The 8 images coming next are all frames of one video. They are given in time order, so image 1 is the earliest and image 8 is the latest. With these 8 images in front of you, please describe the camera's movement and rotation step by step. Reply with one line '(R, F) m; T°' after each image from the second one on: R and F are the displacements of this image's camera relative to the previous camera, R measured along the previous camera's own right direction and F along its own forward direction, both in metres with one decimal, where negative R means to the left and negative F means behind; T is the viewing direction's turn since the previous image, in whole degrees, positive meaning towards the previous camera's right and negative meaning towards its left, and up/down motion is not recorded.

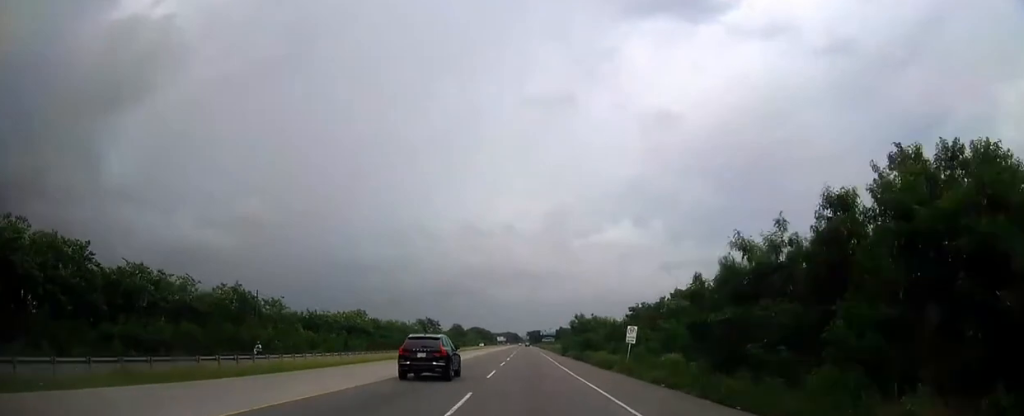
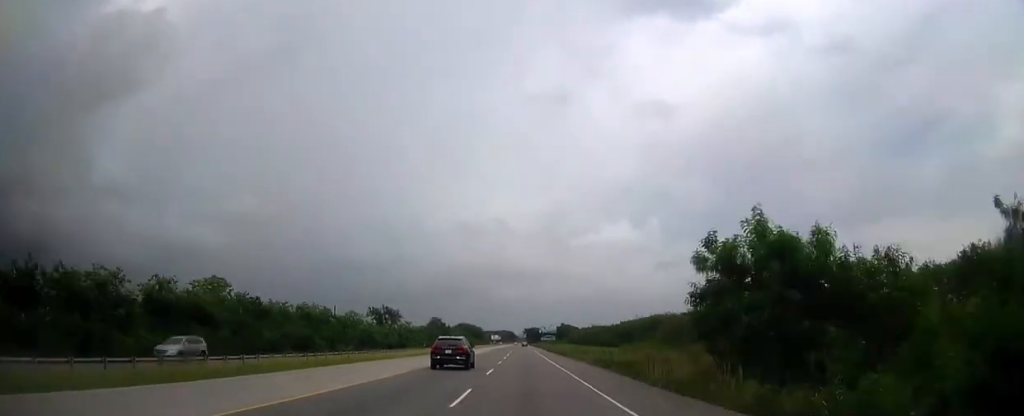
(+0.2, +63.3) m; 0°
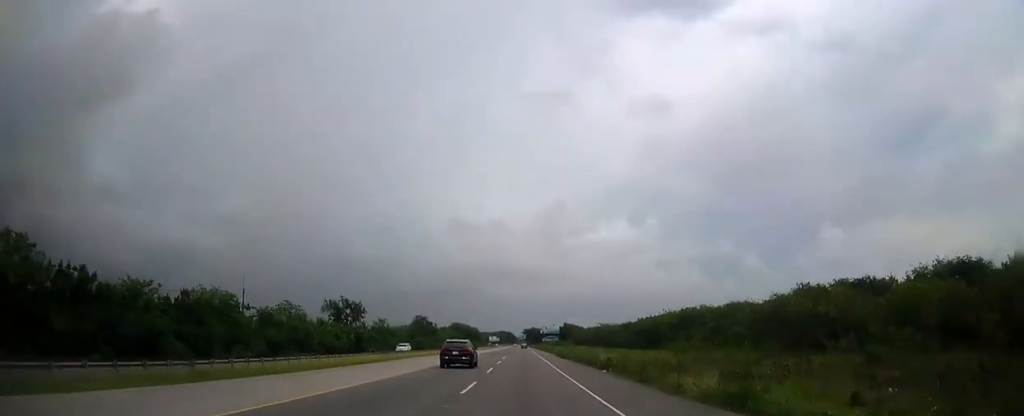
(+0.1, +34.8) m; 0°
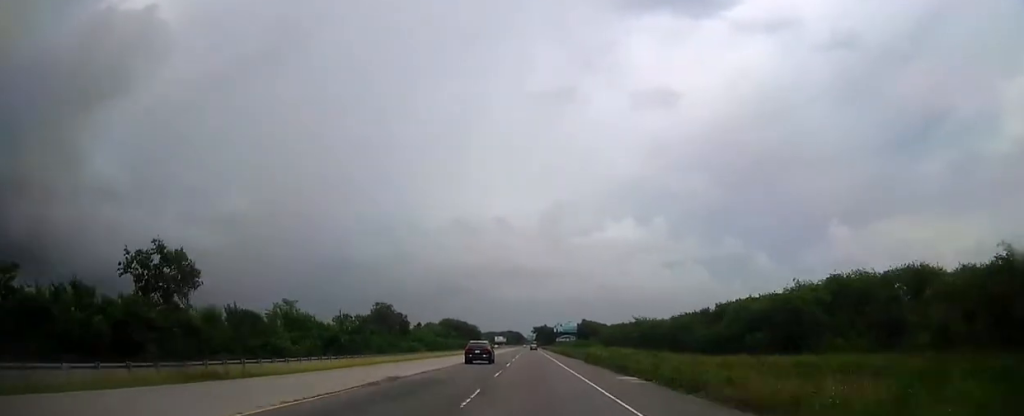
(-0.3, +70.5) m; -1°
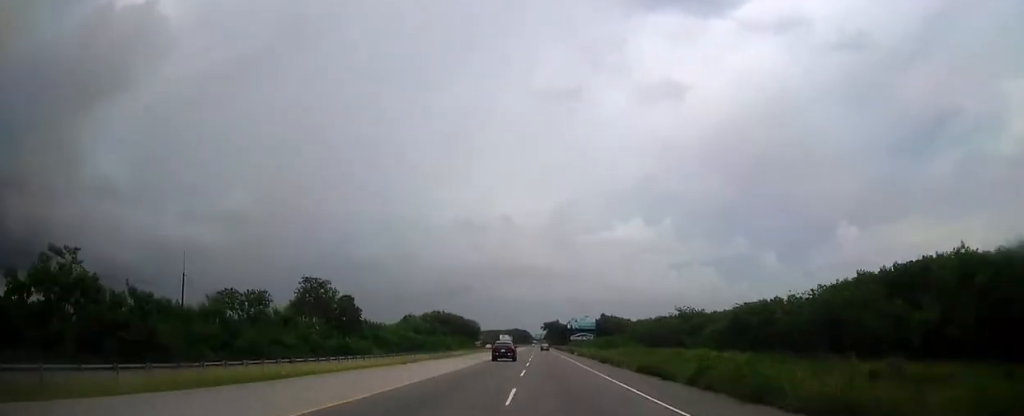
(-0.4, +50.9) m; 0°
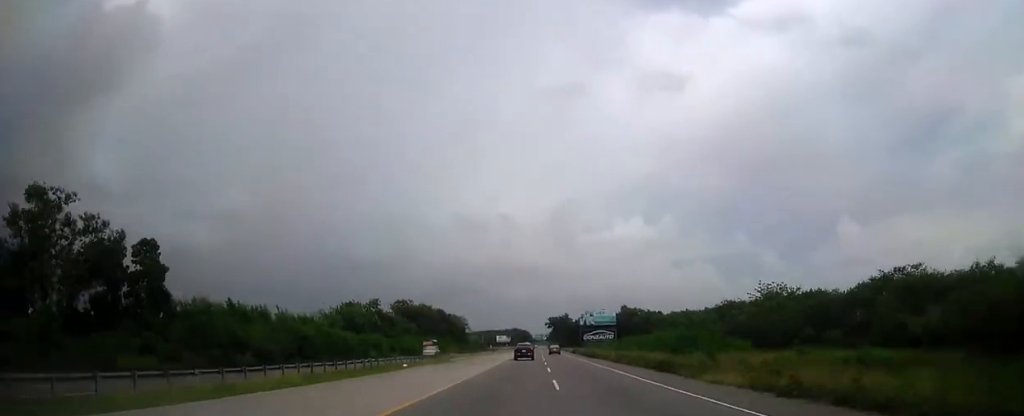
(-0.1, +60.7) m; 0°
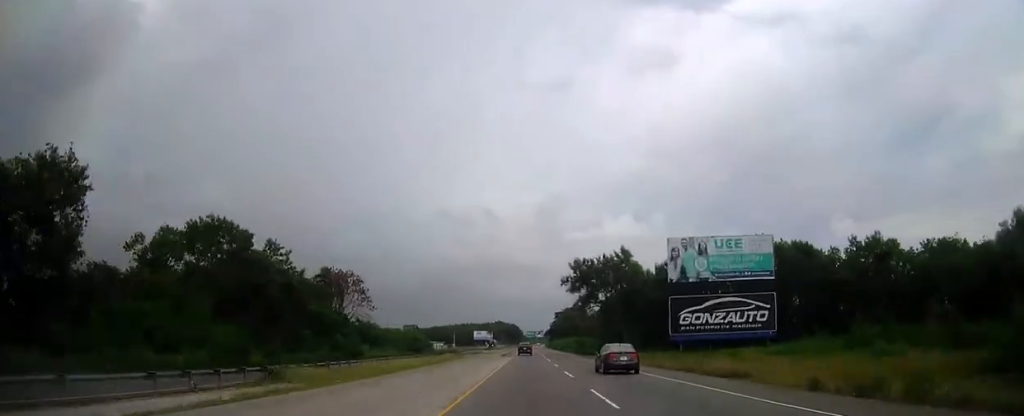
(+0.5, +137.9) m; 0°
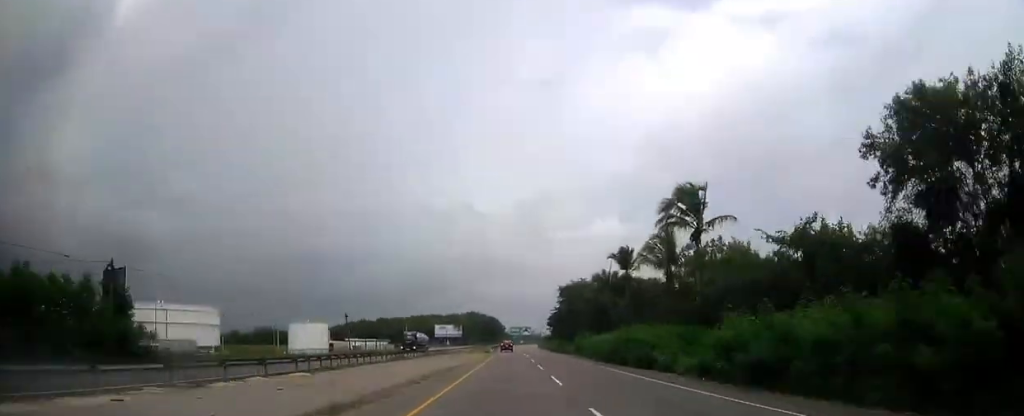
(+1.4, +109.4) m; +1°
